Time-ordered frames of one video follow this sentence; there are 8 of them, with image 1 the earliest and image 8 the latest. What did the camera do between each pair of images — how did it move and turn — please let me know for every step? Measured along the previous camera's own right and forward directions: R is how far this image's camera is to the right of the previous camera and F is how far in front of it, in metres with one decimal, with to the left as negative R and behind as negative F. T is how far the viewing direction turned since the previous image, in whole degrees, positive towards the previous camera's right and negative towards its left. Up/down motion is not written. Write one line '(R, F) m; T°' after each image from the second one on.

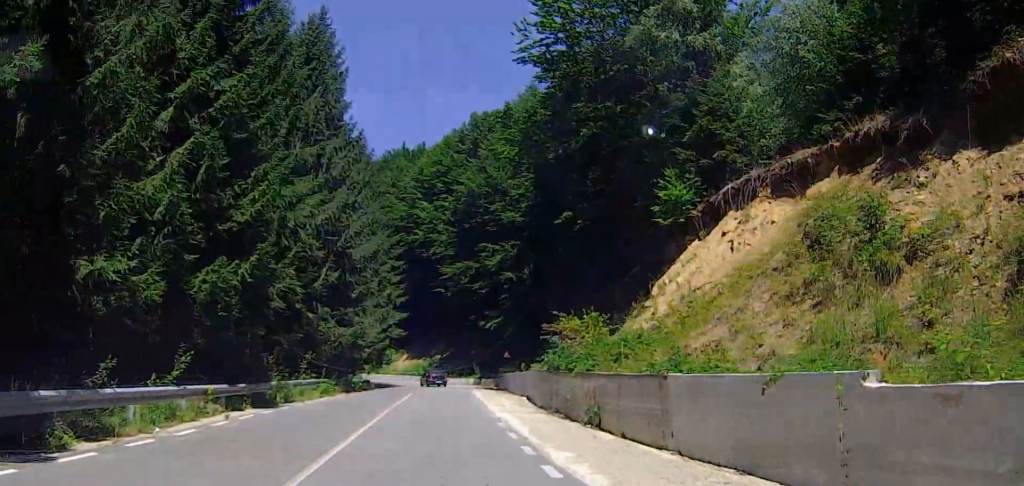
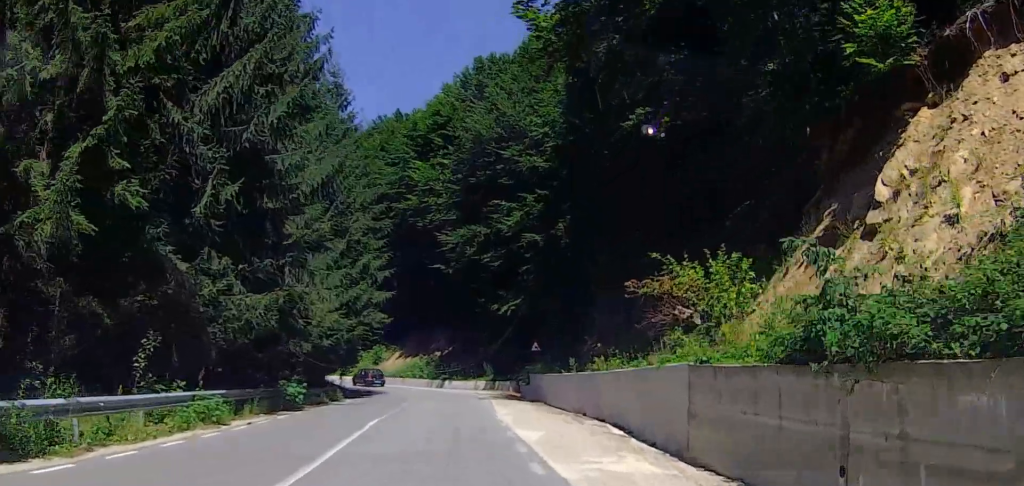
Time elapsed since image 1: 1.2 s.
(0.0, +19.4) m; -1°
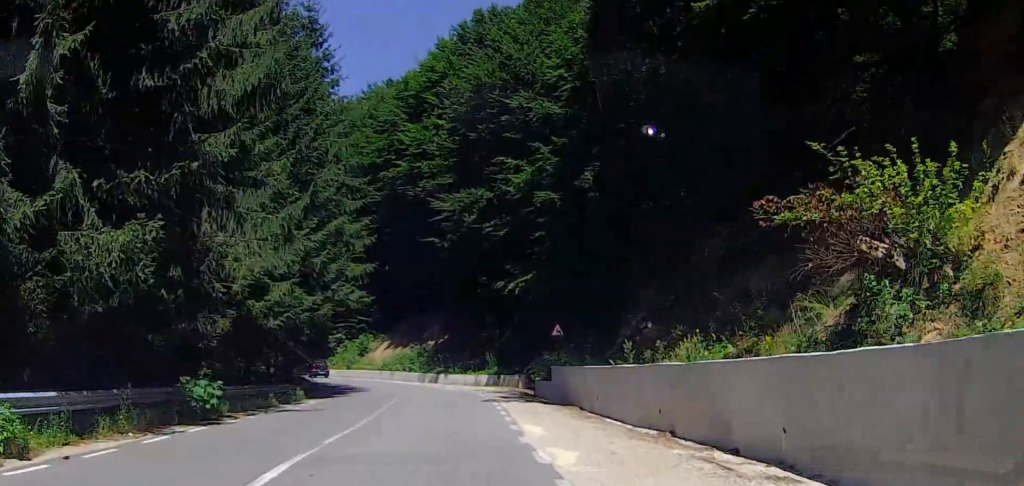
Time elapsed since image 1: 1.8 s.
(0.0, +8.7) m; -1°
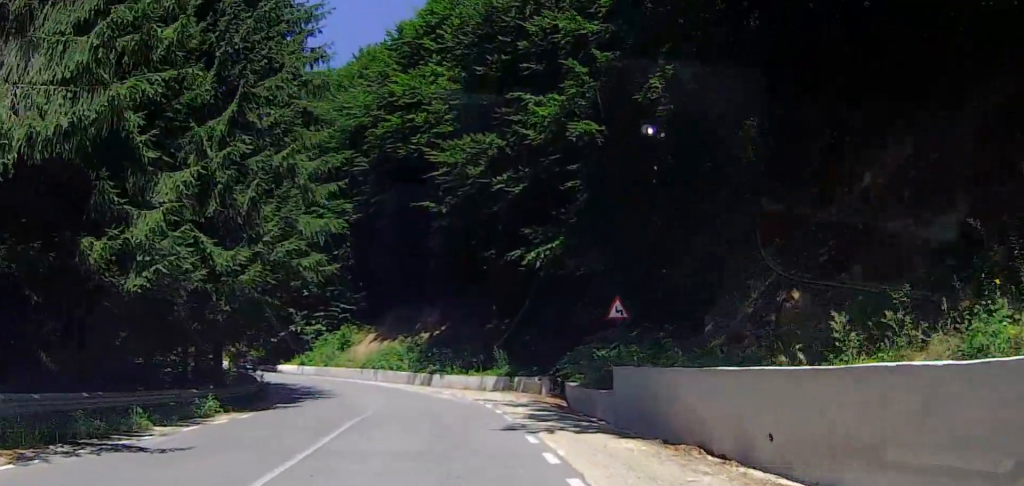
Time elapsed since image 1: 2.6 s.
(-0.2, +9.0) m; -2°
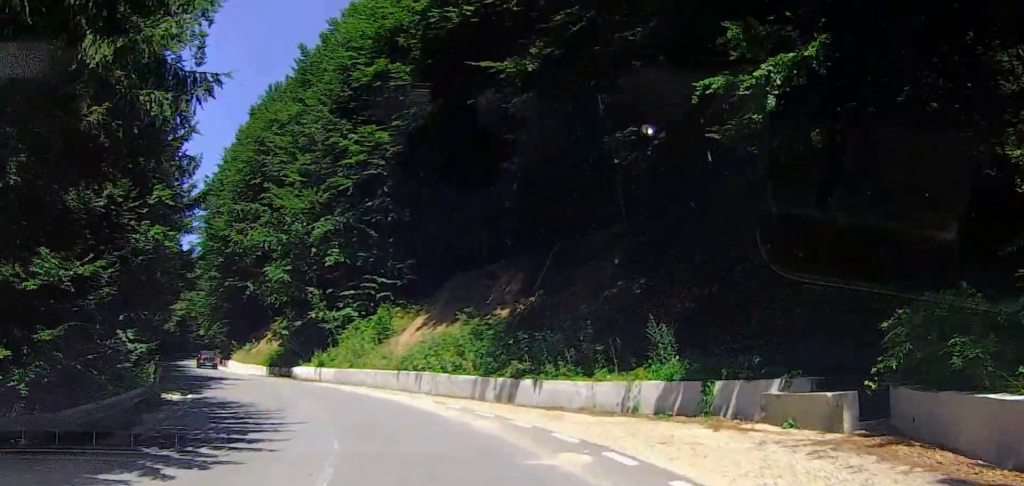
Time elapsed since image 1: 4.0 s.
(-0.4, +15.4) m; -3°
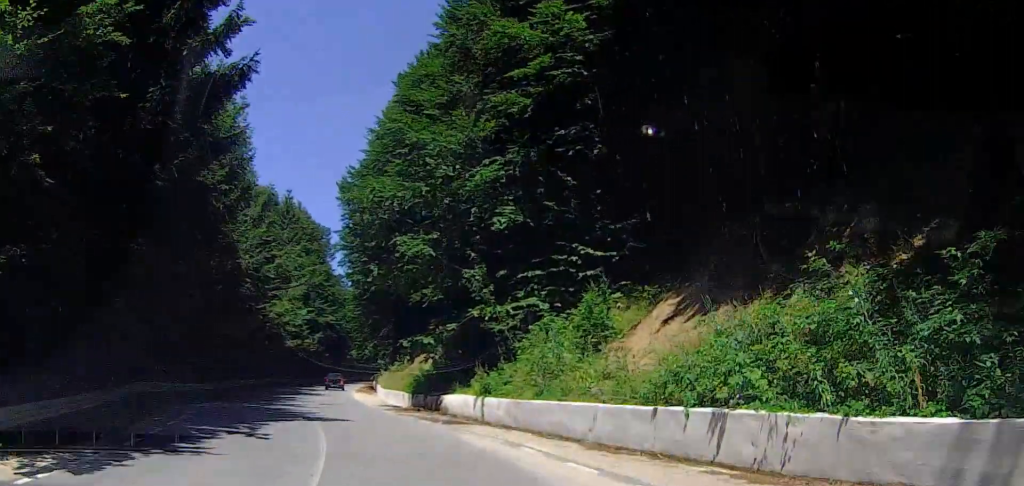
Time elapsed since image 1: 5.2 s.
(-0.4, +15.1) m; -8°
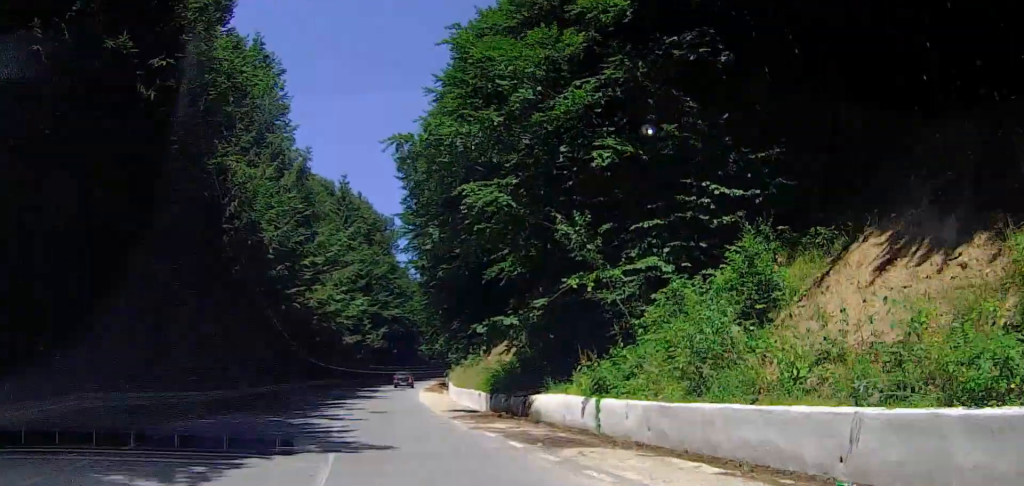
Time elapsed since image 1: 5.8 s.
(-0.2, +6.5) m; -5°
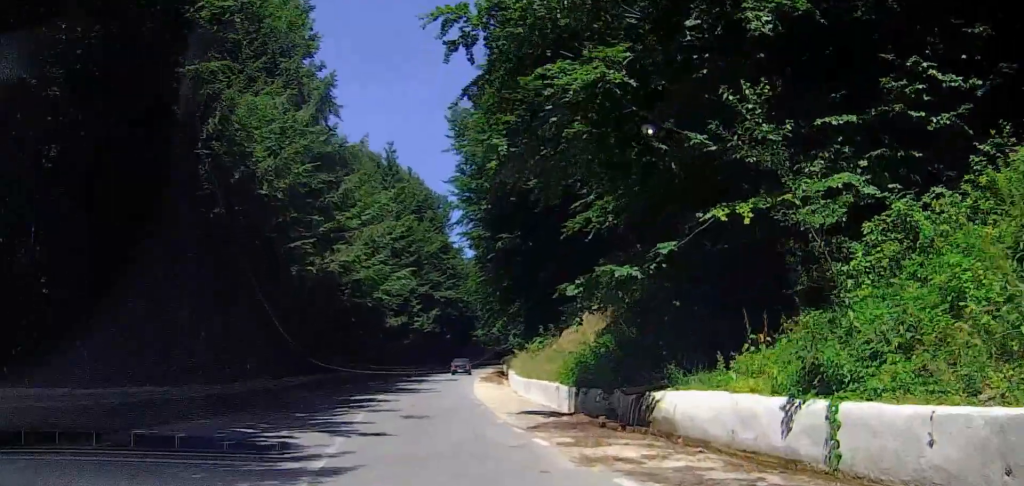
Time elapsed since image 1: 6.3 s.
(-0.7, +7.2) m; -4°
